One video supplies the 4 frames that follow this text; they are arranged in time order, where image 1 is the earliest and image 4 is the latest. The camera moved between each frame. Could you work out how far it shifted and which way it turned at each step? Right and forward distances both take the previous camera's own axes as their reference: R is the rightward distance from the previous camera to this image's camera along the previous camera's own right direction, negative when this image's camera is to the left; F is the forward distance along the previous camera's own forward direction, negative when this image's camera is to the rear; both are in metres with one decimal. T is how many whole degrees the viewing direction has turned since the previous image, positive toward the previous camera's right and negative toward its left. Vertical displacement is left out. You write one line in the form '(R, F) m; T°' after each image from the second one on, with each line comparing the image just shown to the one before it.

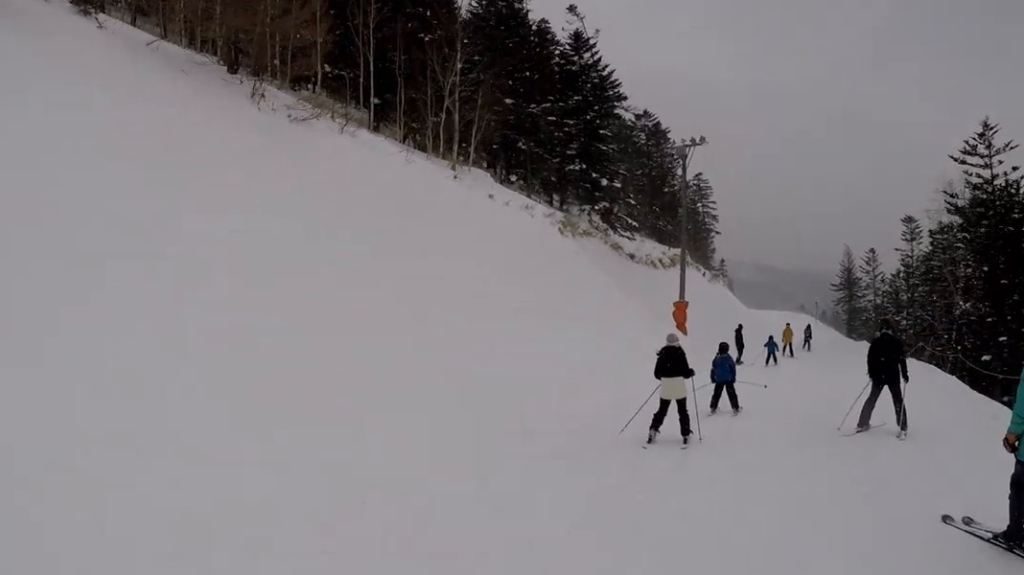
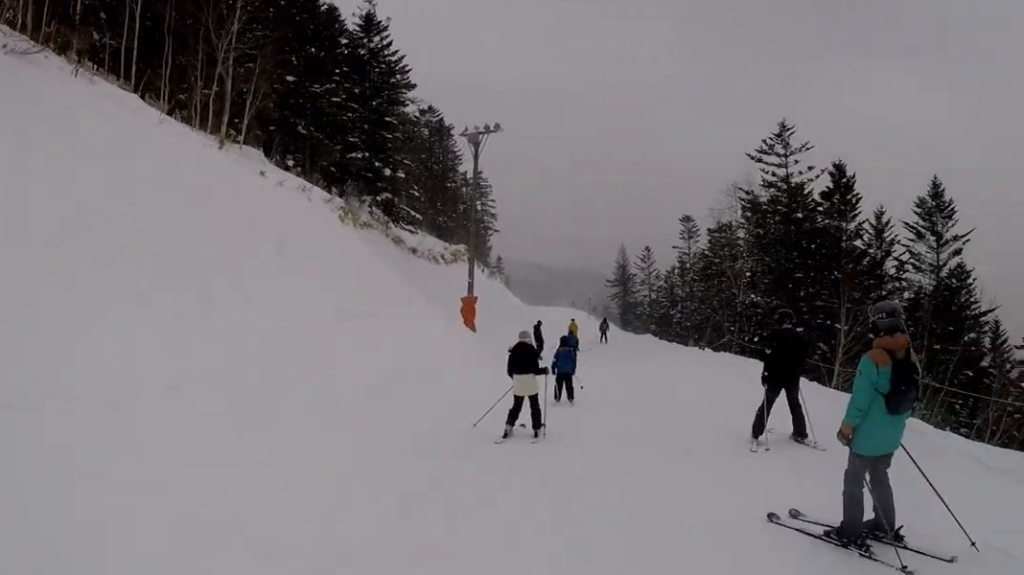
(+0.4, +3.2) m; +1°
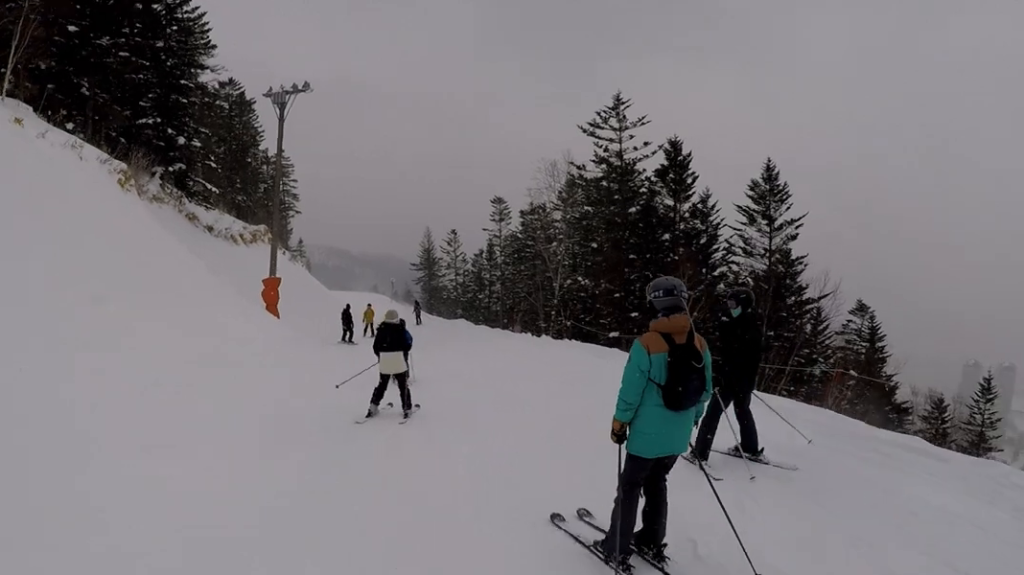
(0.0, +3.5) m; 0°
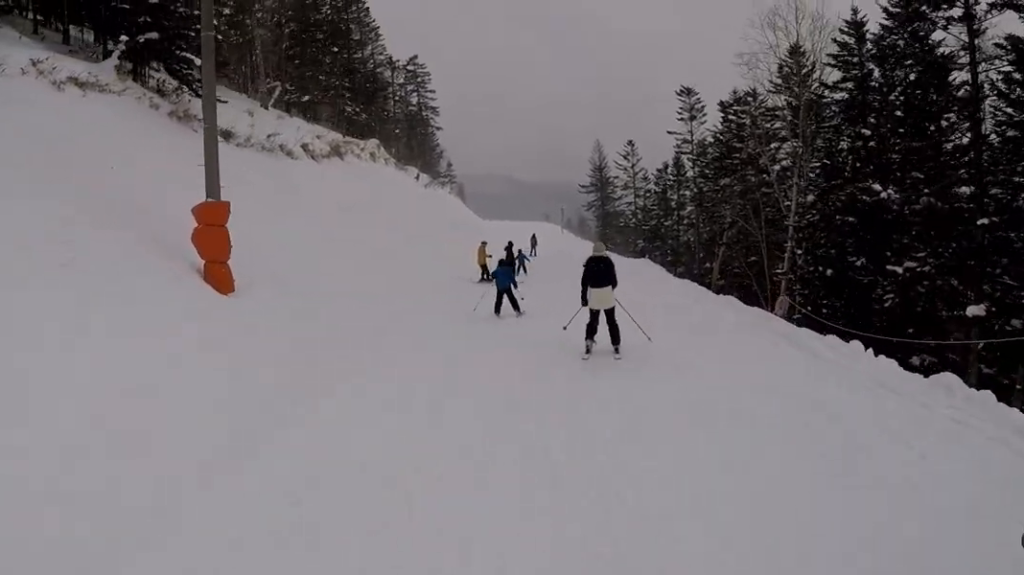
(+1.6, +16.2) m; -1°
